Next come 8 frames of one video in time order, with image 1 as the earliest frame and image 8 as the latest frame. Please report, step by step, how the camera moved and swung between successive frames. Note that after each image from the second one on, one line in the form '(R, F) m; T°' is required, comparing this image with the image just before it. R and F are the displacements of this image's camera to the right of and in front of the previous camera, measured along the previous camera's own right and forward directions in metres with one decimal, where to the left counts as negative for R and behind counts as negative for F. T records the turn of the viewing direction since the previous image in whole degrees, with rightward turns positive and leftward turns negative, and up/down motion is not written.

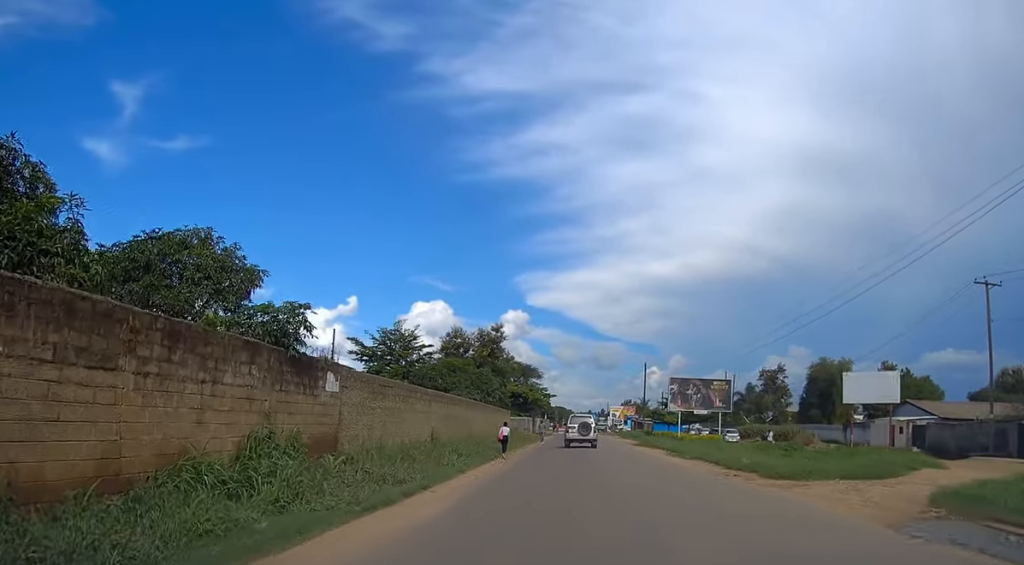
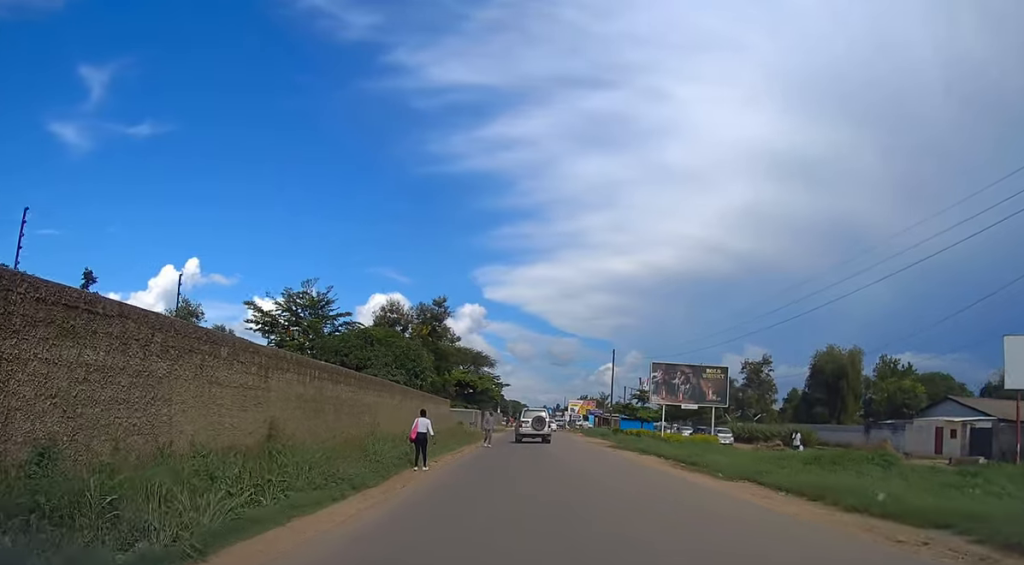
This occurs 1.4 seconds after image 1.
(+0.6, +13.2) m; +4°
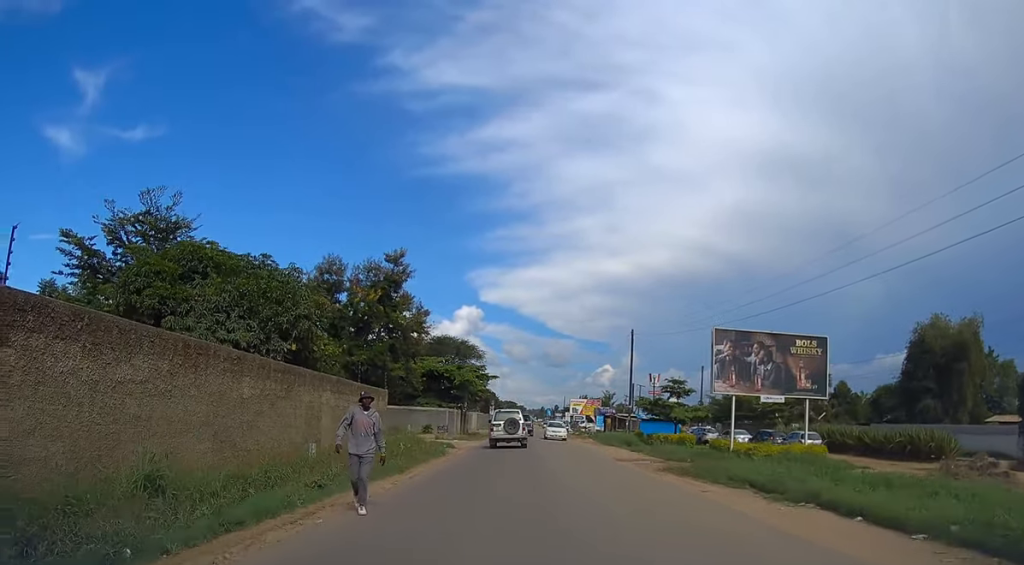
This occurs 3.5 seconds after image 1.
(+0.3, +20.1) m; +1°
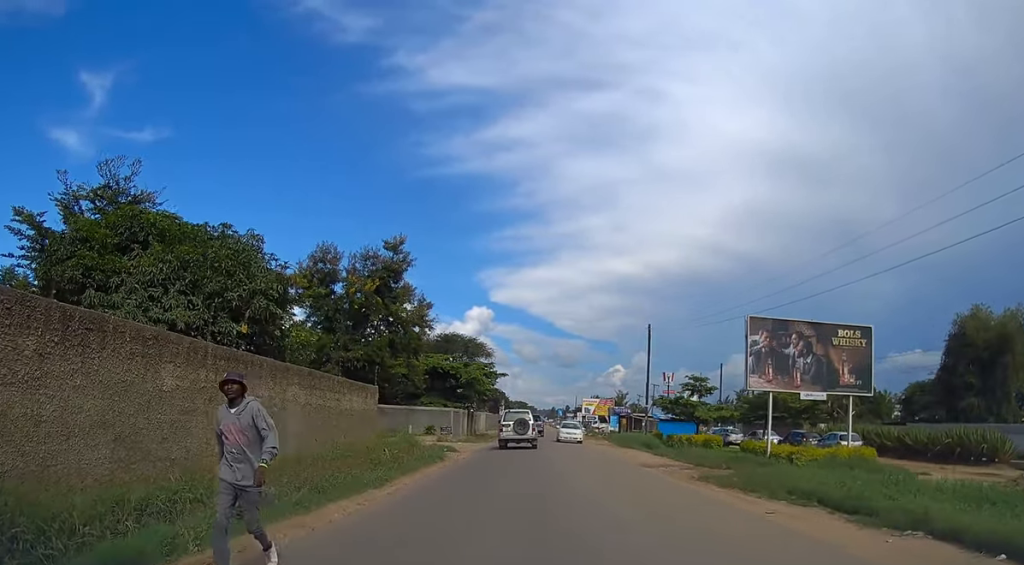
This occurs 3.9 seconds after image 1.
(0.0, +4.0) m; 0°
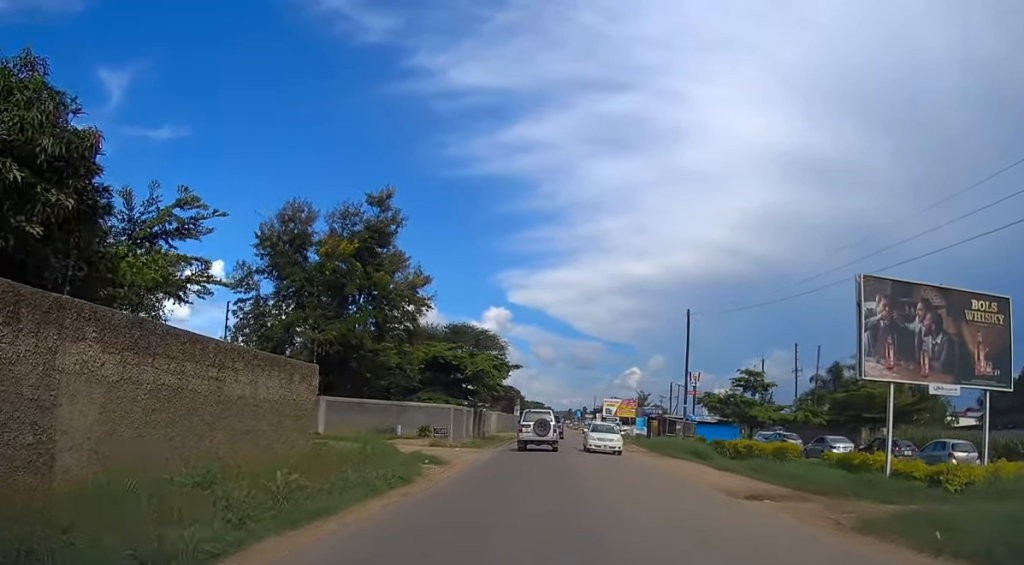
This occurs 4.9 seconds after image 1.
(0.0, +9.2) m; -1°
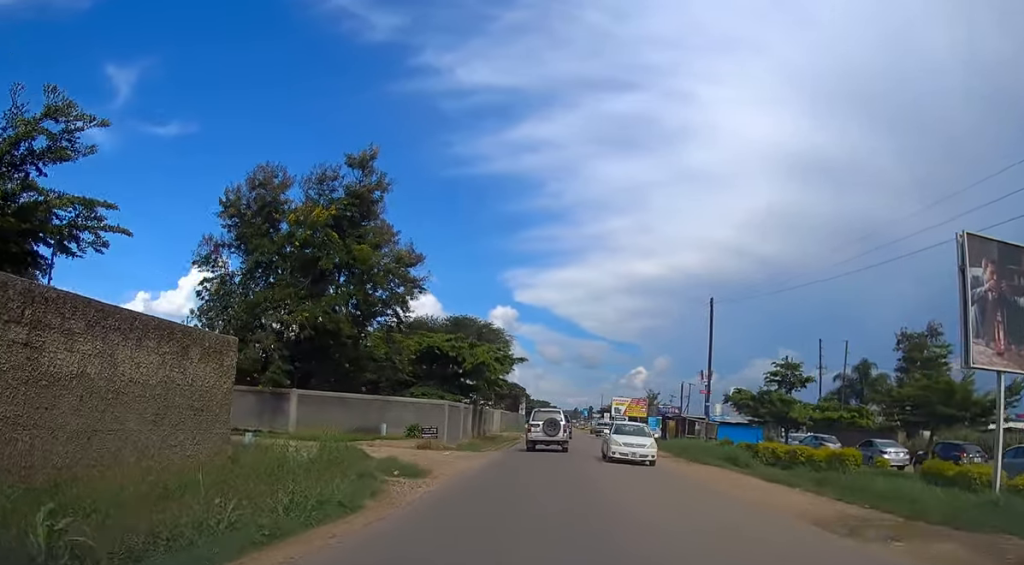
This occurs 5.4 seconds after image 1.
(-0.1, +5.2) m; -1°
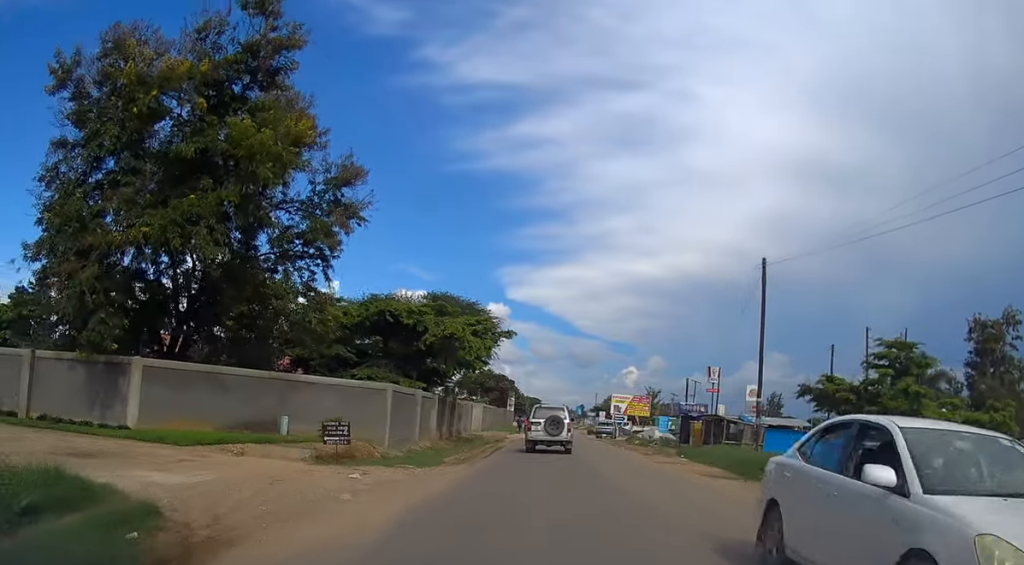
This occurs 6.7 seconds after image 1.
(-0.1, +12.5) m; +1°
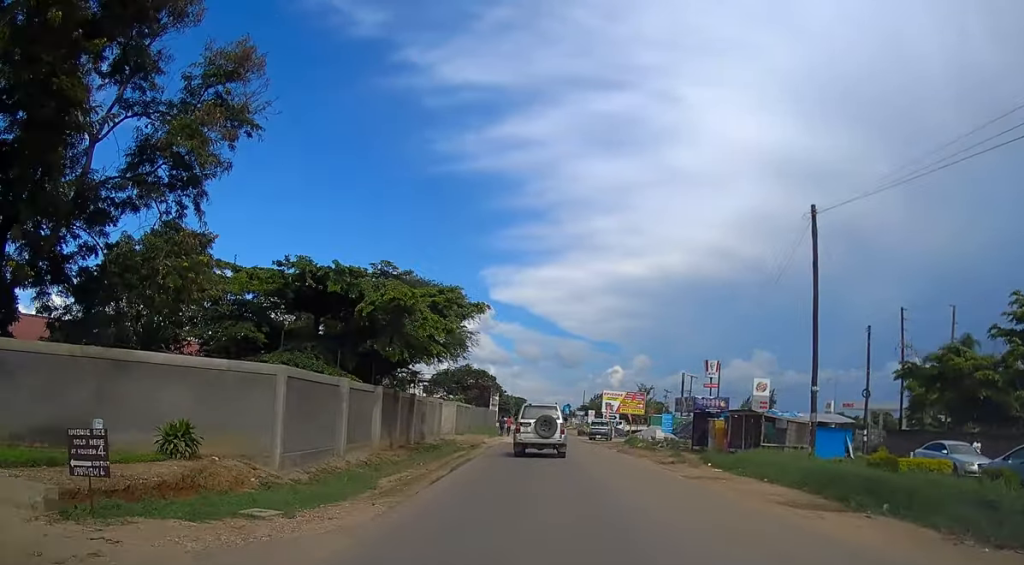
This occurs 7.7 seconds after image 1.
(+0.2, +9.0) m; +1°
